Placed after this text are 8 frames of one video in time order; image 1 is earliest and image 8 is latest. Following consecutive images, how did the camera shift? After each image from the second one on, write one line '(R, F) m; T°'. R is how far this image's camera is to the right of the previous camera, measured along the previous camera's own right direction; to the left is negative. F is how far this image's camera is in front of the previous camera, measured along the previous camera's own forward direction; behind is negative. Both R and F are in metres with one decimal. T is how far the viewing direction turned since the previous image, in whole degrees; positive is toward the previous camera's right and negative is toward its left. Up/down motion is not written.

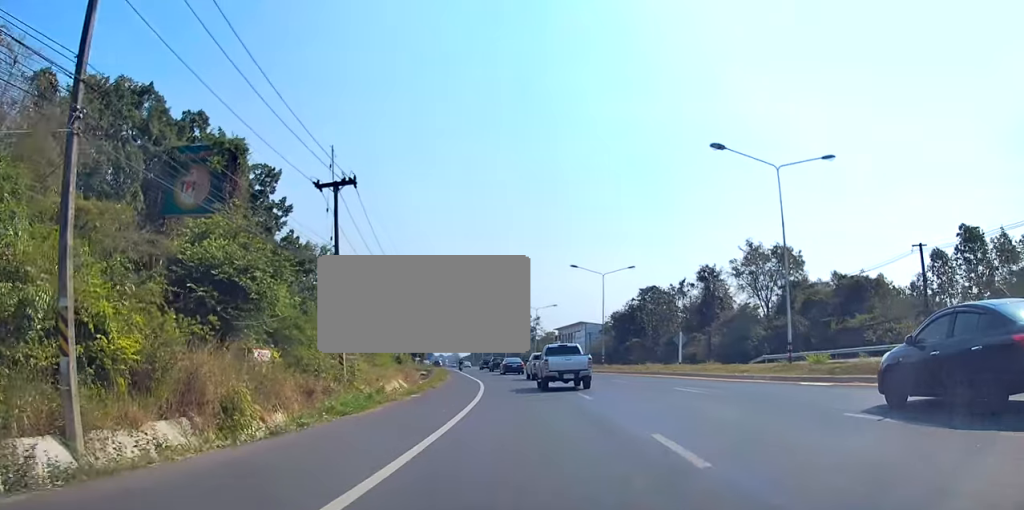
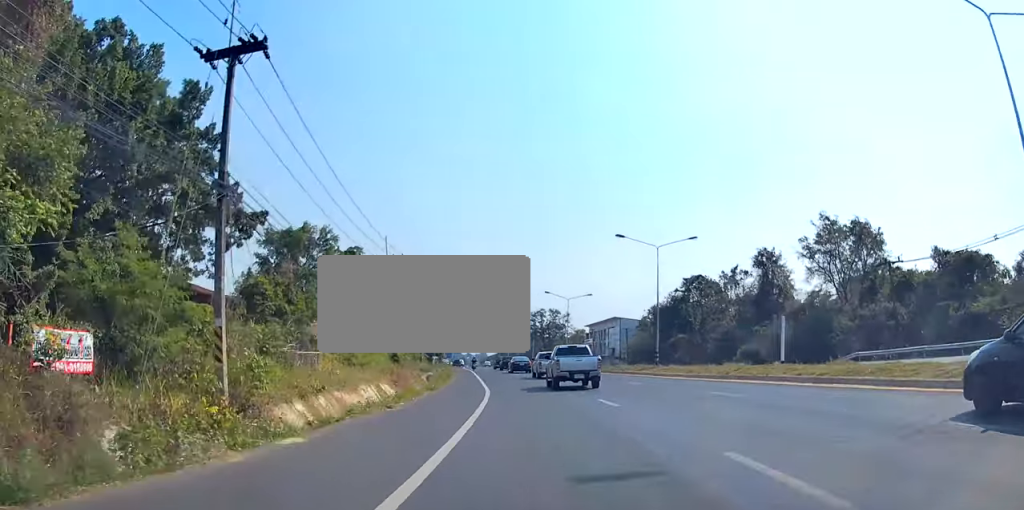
(-0.4, +13.9) m; -2°
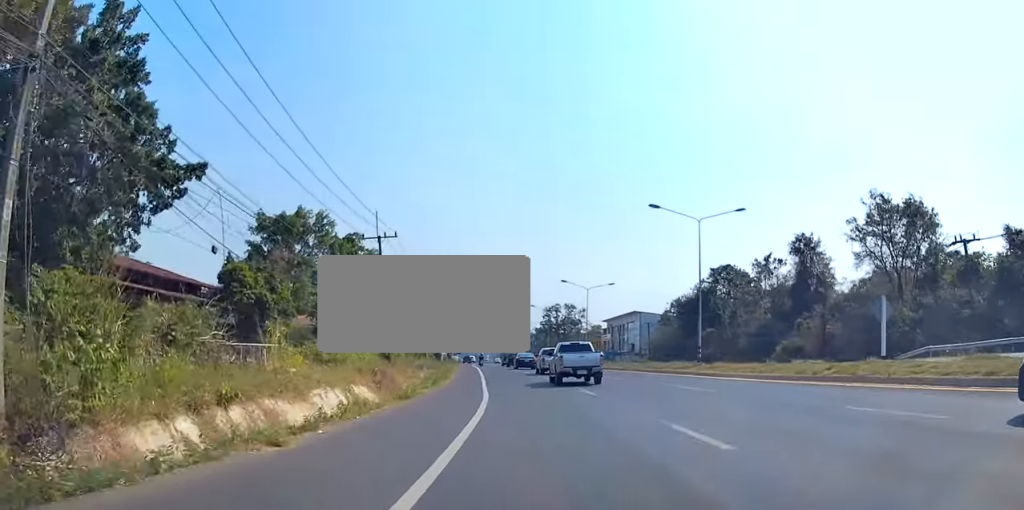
(0.0, +8.3) m; -1°
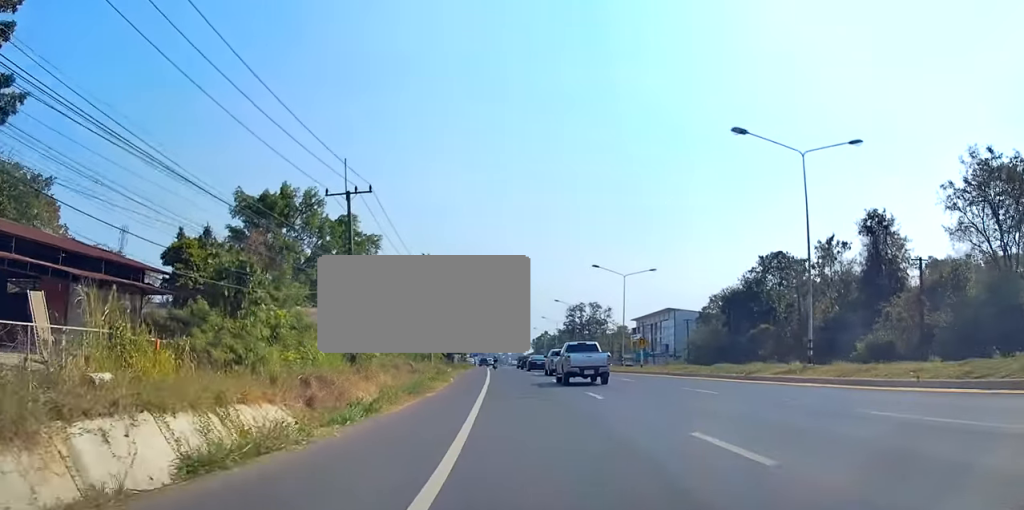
(-0.1, +13.4) m; -1°
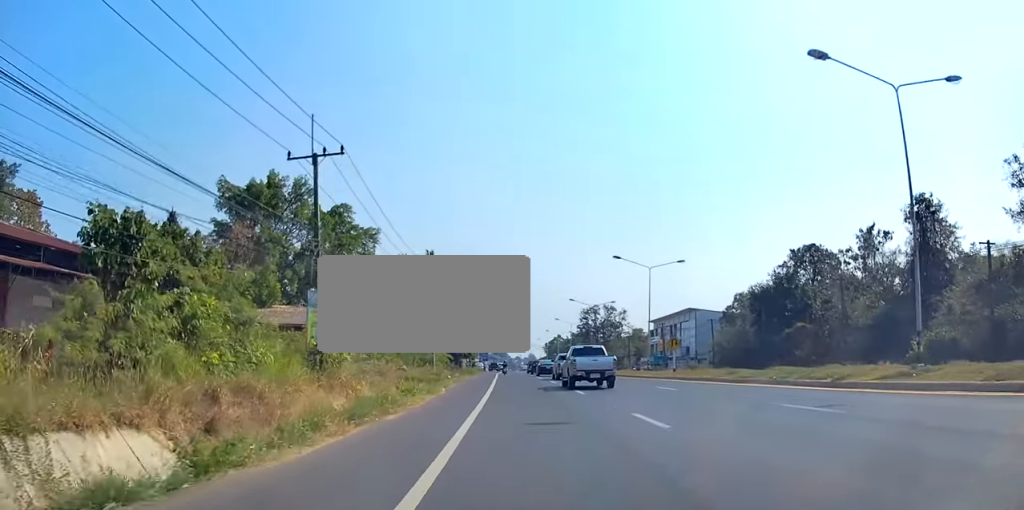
(0.0, +7.4) m; -1°
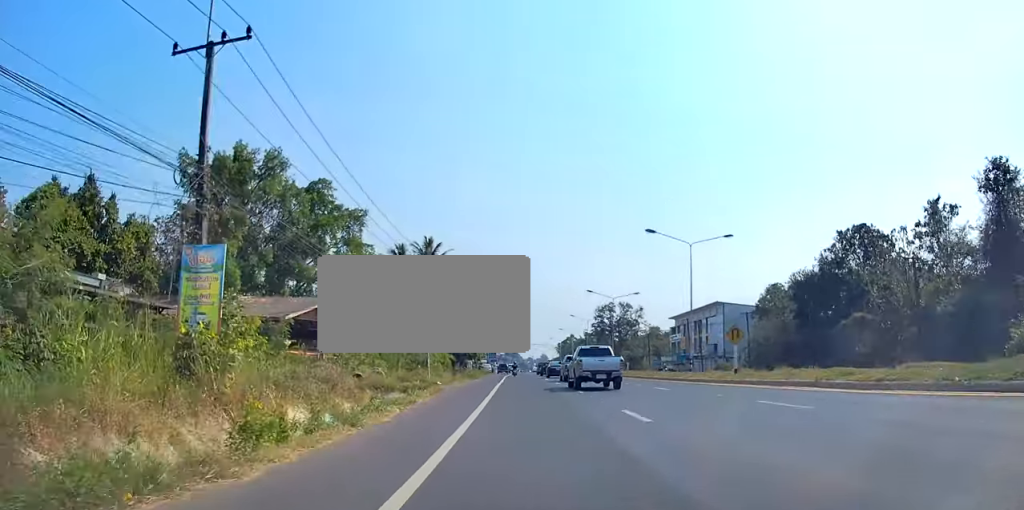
(-0.2, +10.7) m; -1°
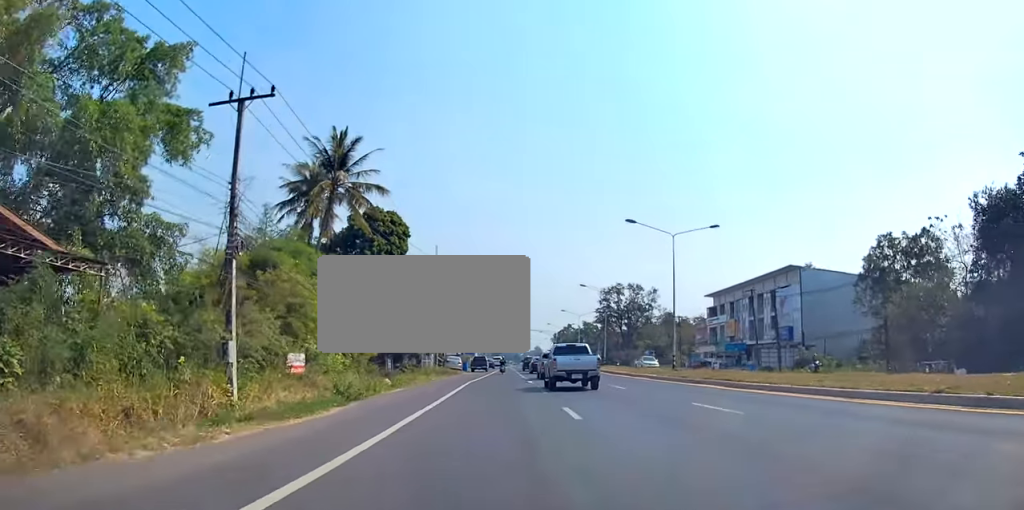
(-0.1, +35.8) m; -1°
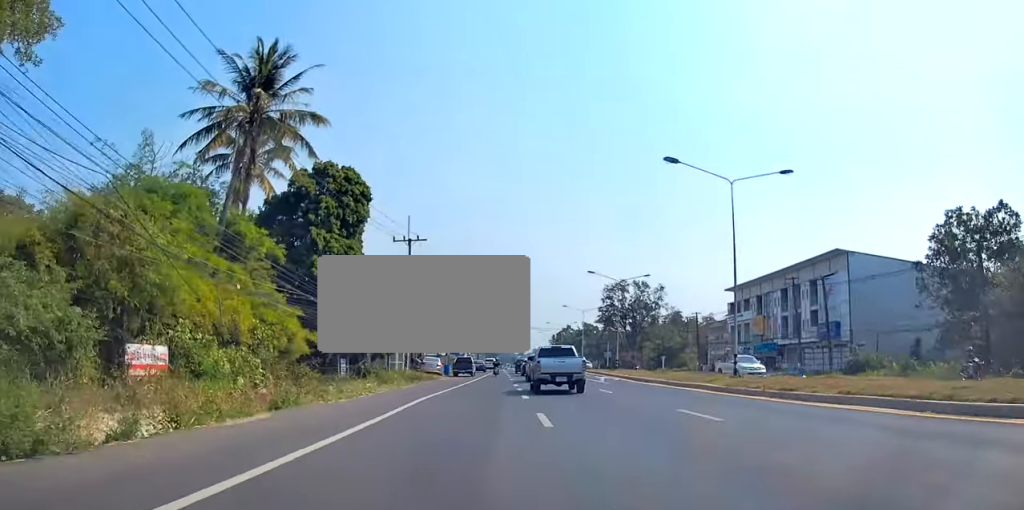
(-0.3, +12.8) m; -1°
